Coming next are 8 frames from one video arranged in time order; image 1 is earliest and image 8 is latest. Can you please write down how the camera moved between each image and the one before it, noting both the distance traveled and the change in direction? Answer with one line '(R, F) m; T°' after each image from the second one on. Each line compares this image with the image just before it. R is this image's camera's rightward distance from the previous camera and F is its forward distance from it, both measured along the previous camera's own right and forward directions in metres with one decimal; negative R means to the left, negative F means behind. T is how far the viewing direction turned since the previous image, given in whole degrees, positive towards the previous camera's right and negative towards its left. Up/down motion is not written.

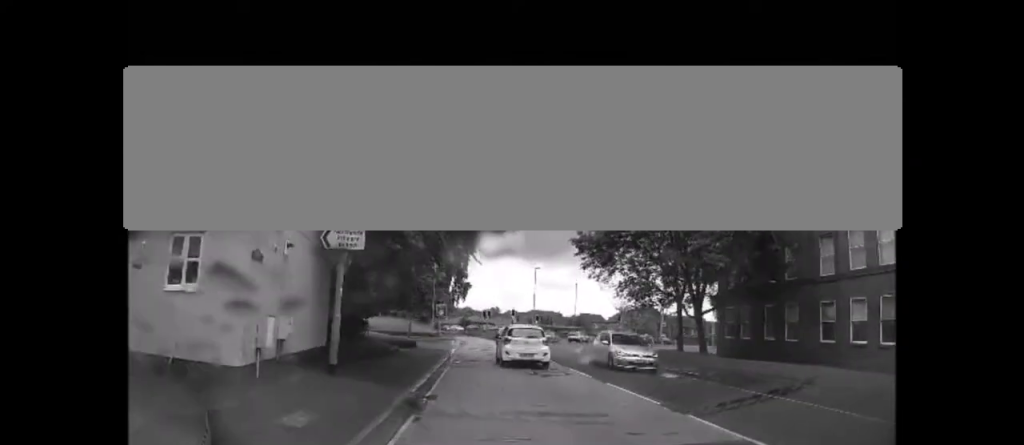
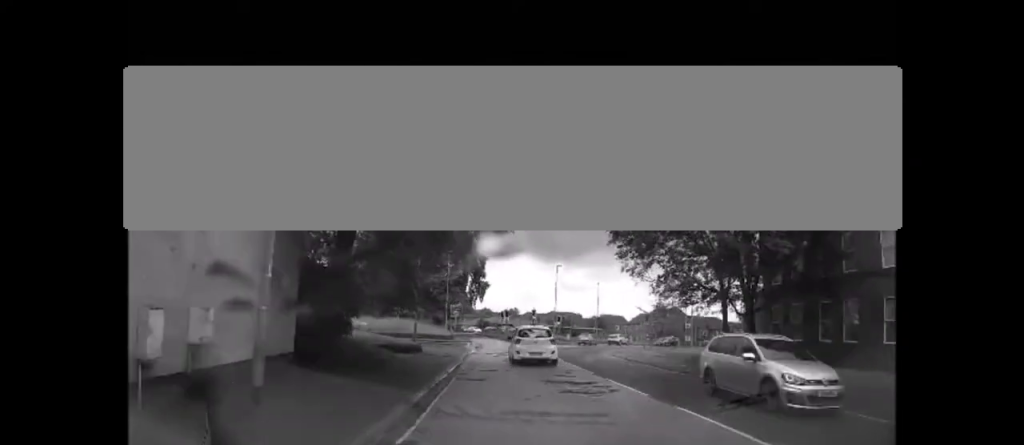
(-0.2, +4.1) m; -2°
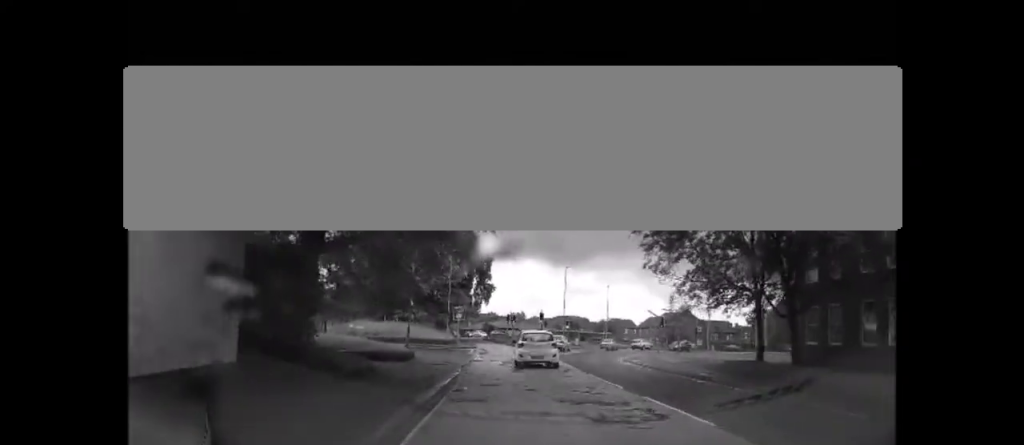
(0.0, +3.3) m; -1°
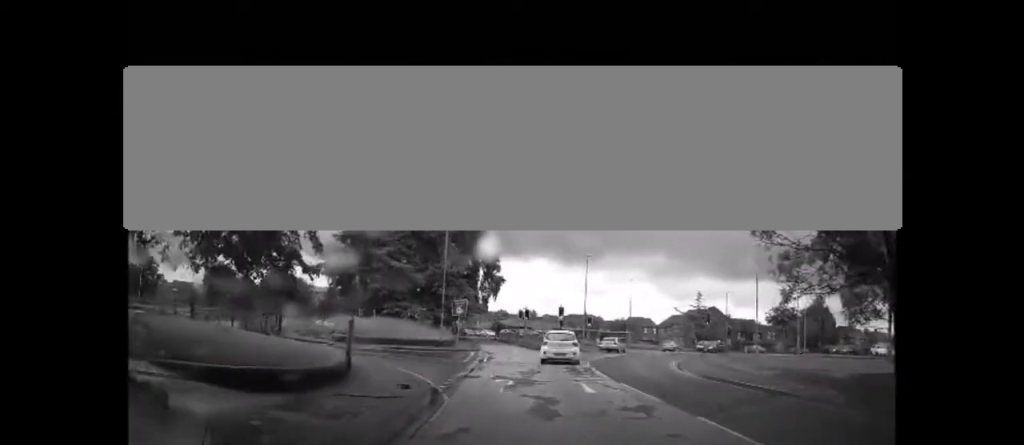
(-0.3, +9.6) m; -2°
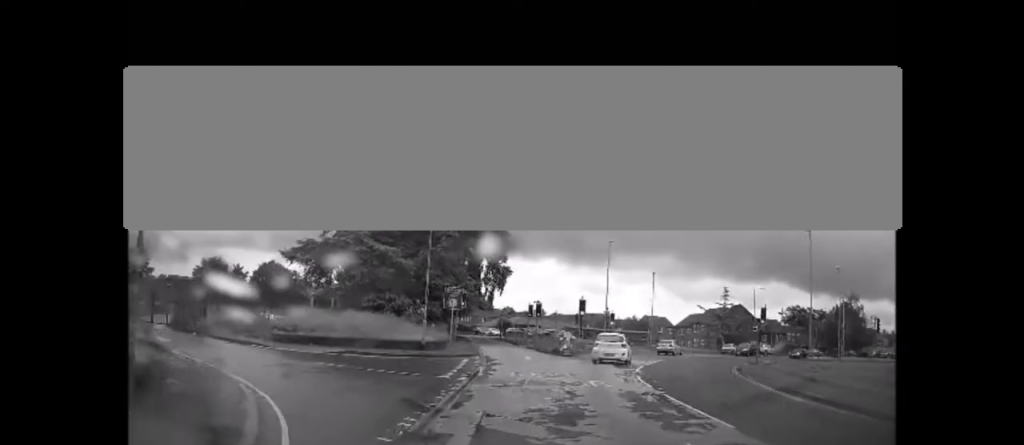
(+0.1, +8.7) m; 0°
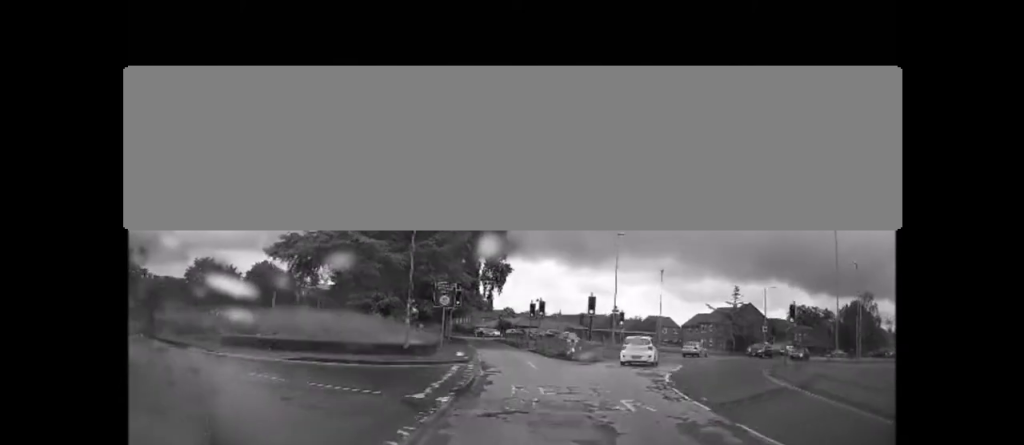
(0.0, +3.8) m; 0°
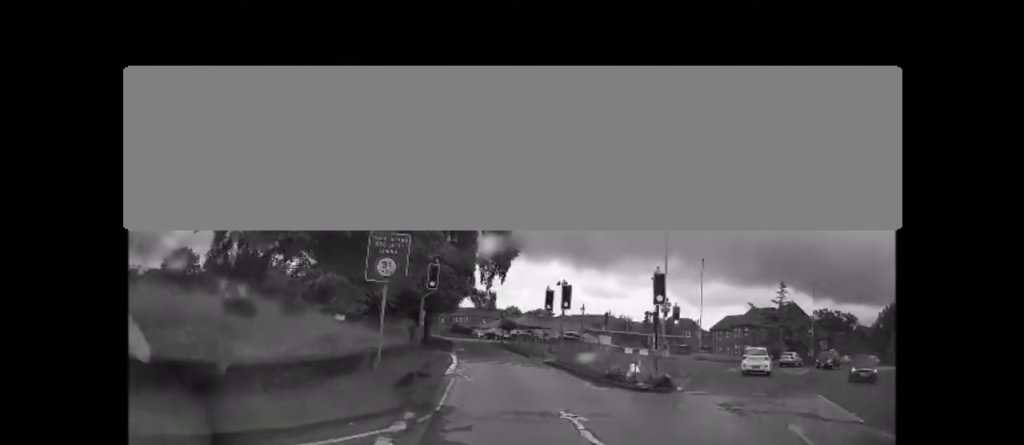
(0.0, +12.8) m; 0°
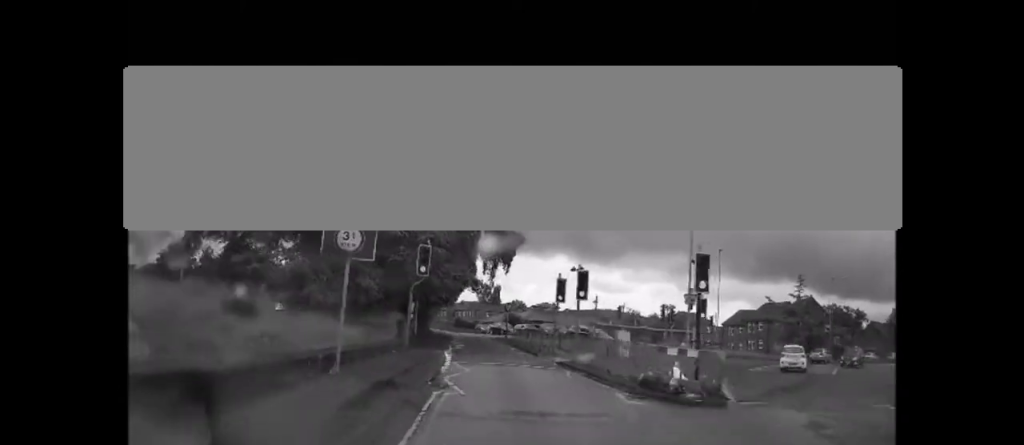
(+0.1, +3.5) m; 0°
